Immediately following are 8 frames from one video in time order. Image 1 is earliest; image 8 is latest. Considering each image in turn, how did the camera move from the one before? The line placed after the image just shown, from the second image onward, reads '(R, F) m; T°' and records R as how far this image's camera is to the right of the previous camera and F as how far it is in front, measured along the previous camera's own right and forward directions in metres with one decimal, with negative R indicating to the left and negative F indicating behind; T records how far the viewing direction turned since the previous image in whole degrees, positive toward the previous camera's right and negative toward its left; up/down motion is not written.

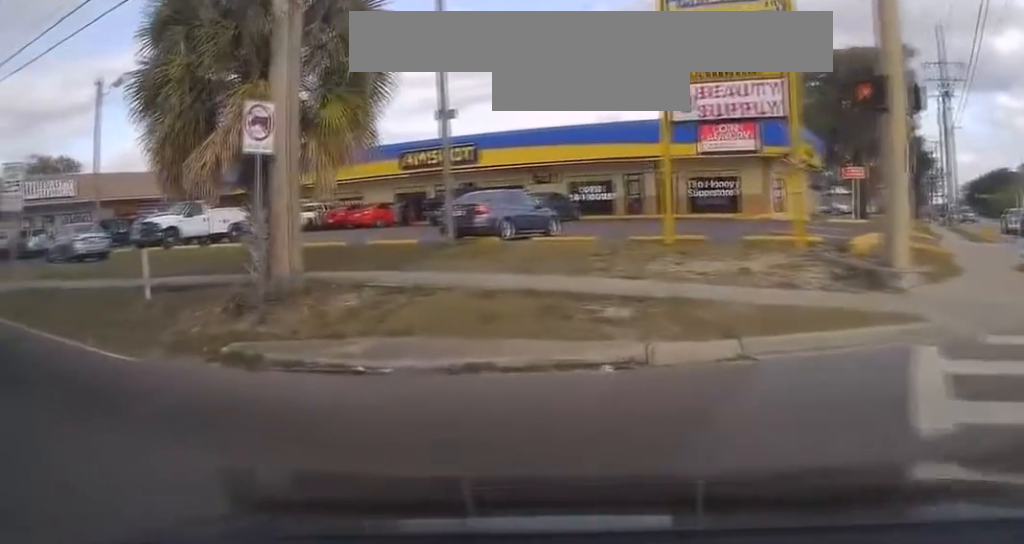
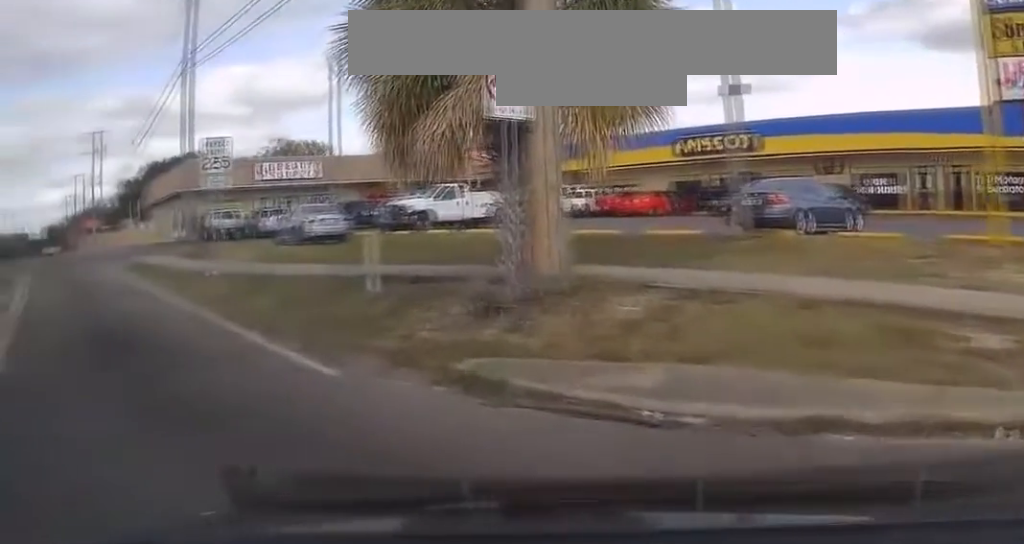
(-0.1, +2.7) m; -21°
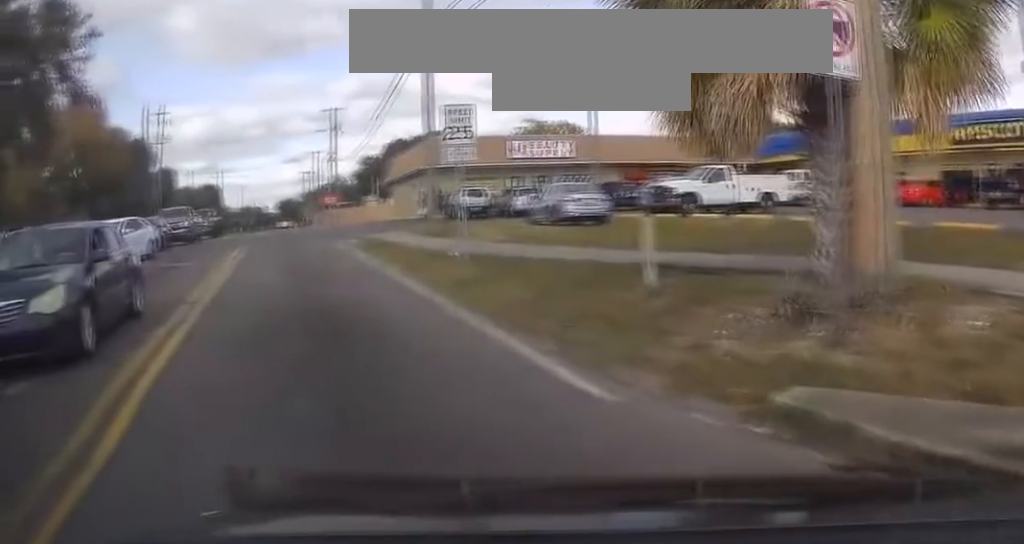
(-0.6, +1.8) m; -33°
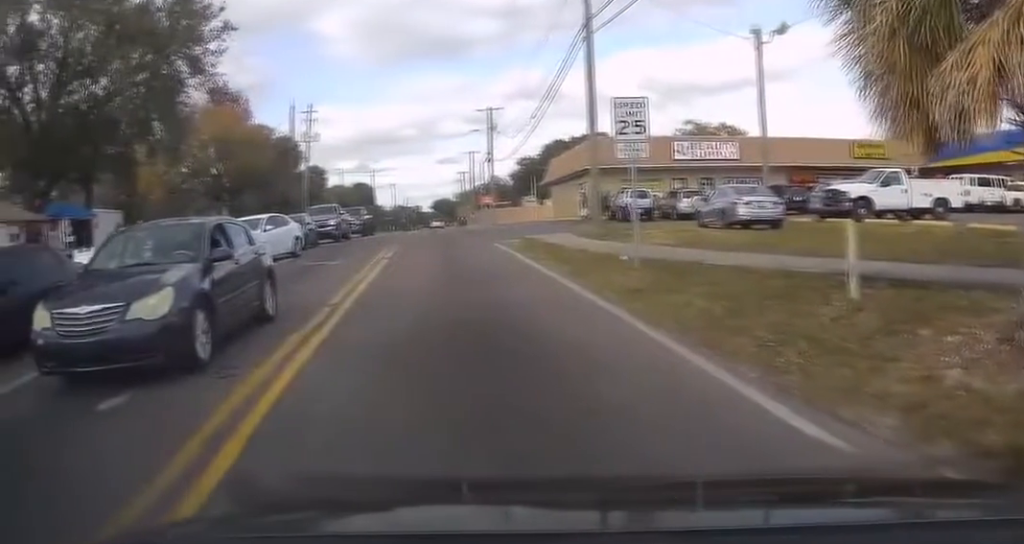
(-0.5, +2.2) m; -13°
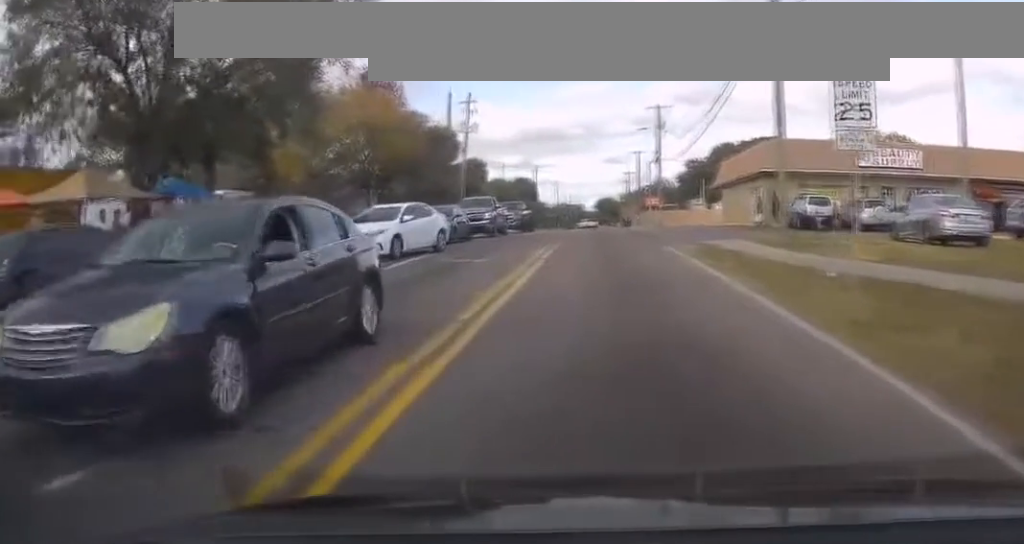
(0.0, +2.3) m; -4°
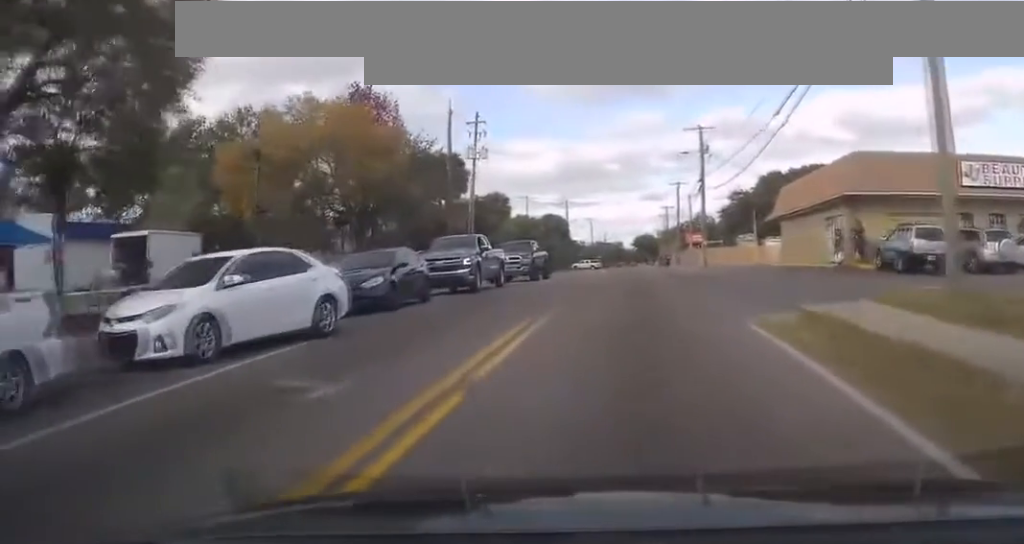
(-0.8, +8.3) m; -2°
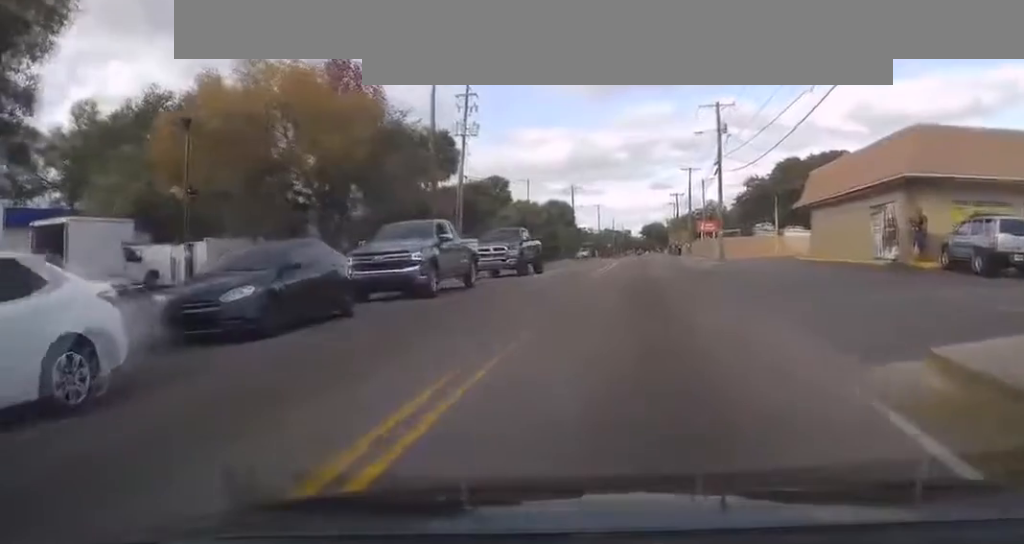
(+0.3, +5.8) m; +1°
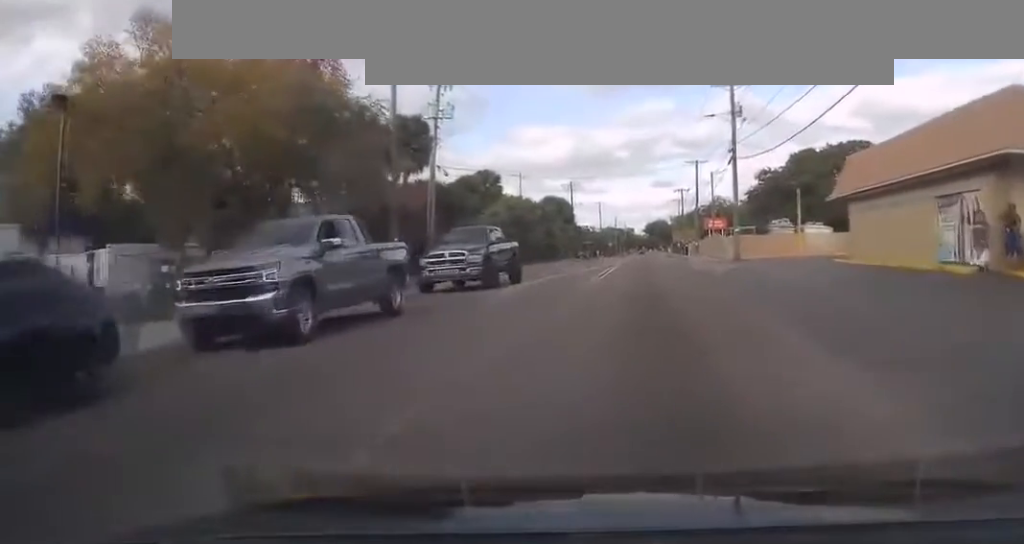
(+0.3, +6.6) m; +1°
